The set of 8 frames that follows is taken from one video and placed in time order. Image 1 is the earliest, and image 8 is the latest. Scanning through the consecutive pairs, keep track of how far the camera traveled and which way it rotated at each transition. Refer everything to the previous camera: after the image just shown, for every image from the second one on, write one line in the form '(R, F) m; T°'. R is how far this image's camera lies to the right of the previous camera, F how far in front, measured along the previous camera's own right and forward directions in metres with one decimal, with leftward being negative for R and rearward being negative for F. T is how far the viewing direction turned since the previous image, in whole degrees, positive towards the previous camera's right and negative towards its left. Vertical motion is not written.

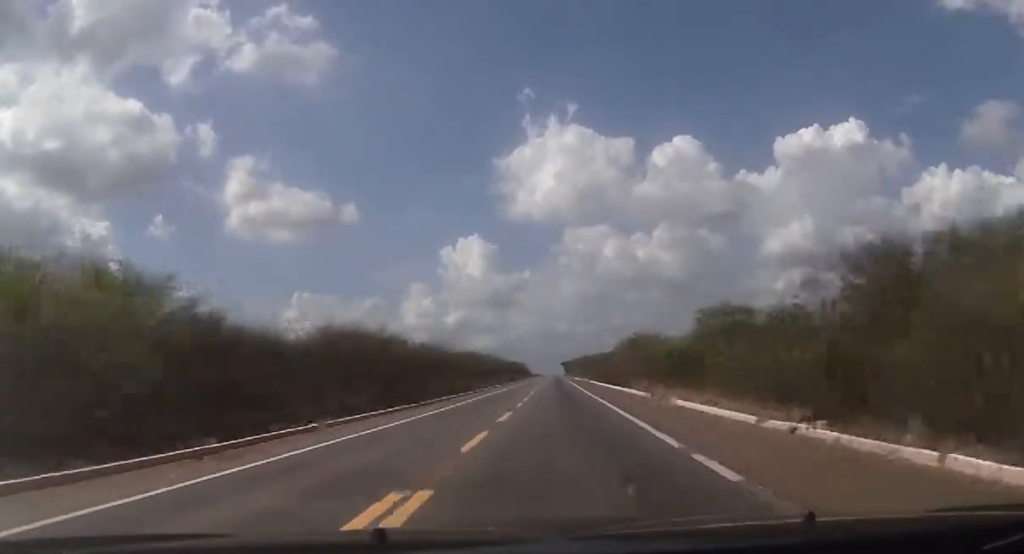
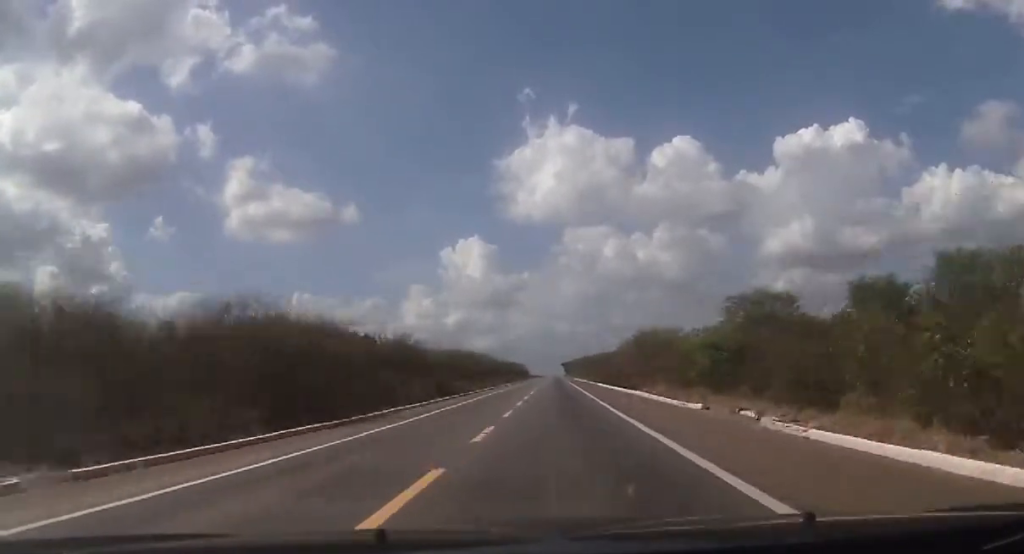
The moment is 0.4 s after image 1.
(+0.1, +13.9) m; 0°
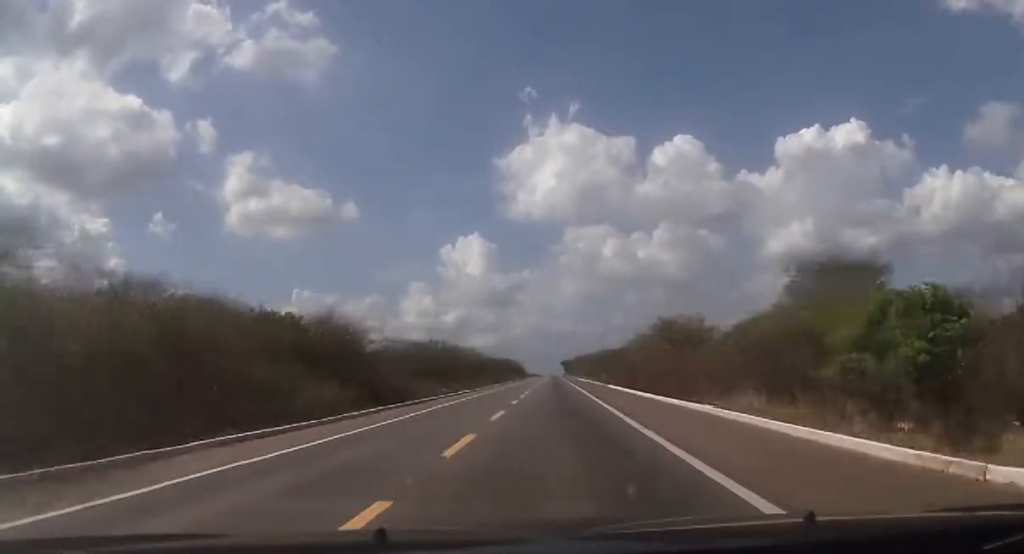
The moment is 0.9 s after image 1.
(+0.1, +18.5) m; 0°
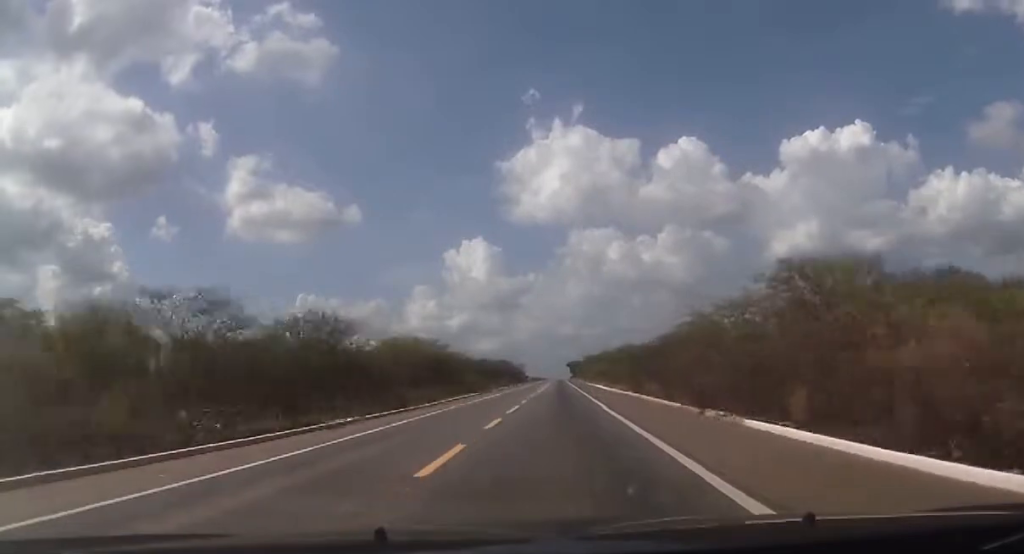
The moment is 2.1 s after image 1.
(+0.3, +41.6) m; 0°
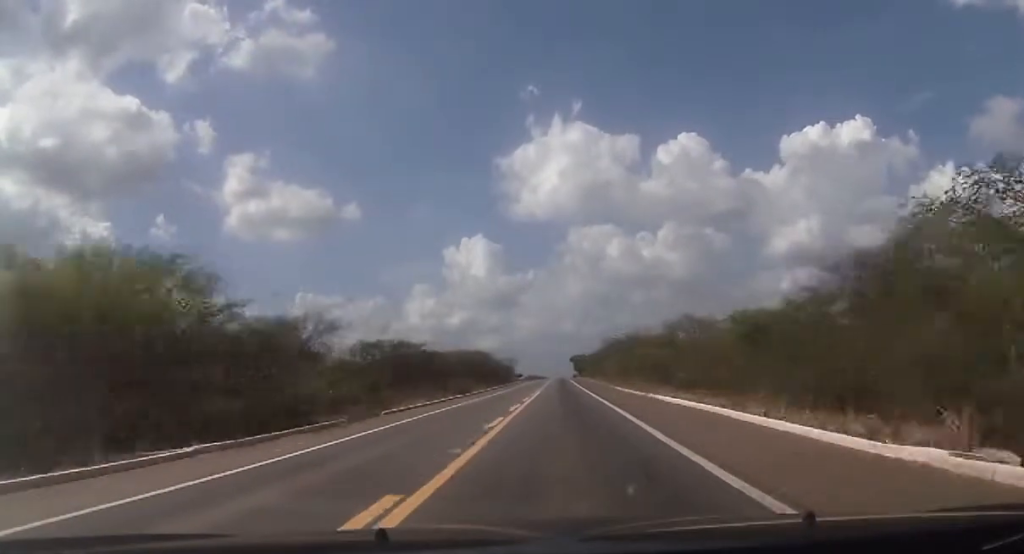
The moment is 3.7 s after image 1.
(-0.9, +54.0) m; -1°
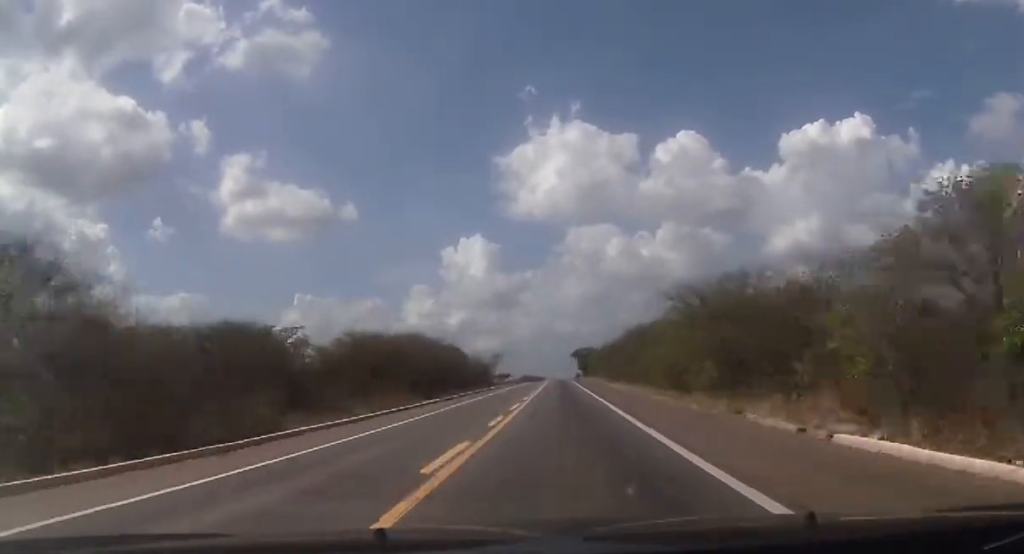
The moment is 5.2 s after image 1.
(+0.8, +50.1) m; +2°
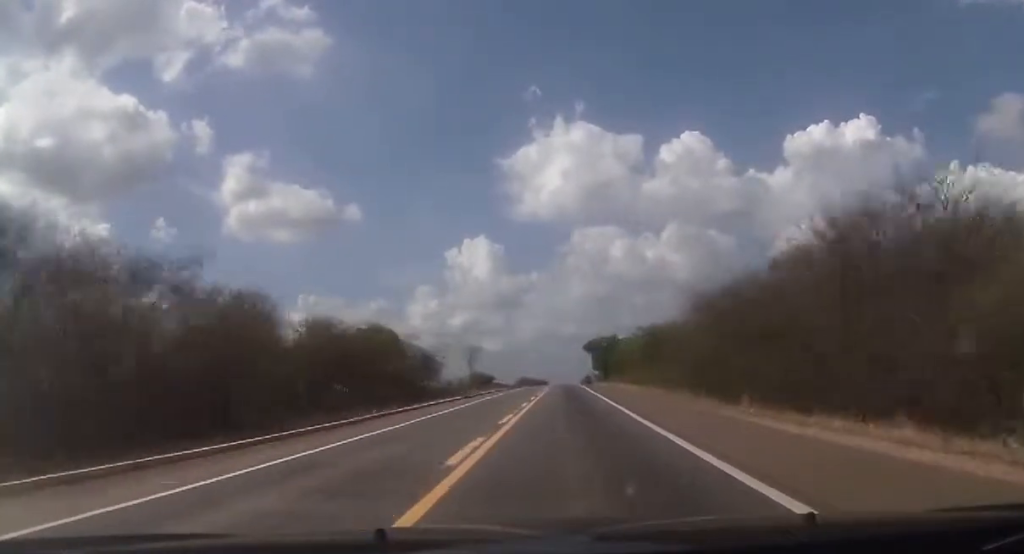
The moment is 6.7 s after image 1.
(+0.5, +50.9) m; -1°
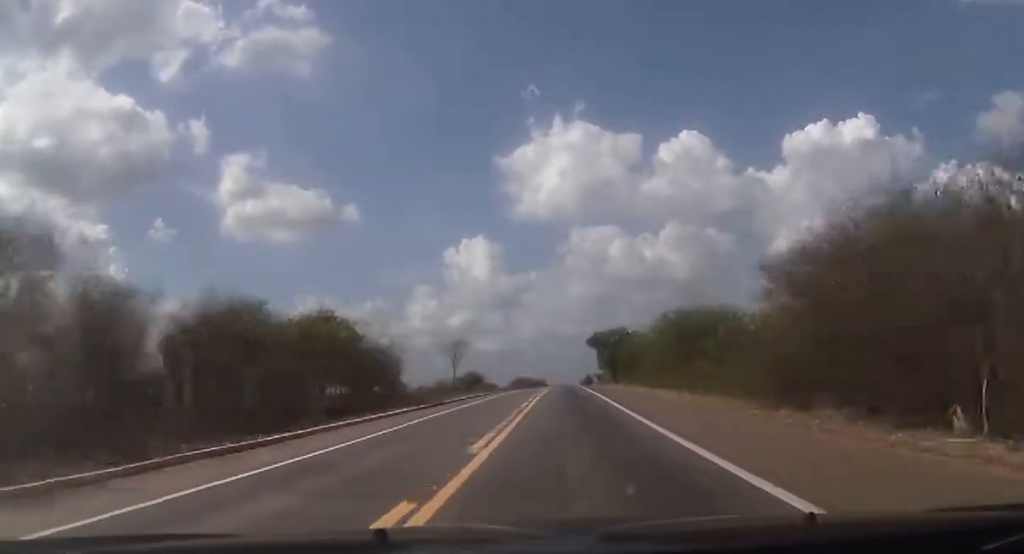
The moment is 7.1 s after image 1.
(-0.2, +15.8) m; 0°
